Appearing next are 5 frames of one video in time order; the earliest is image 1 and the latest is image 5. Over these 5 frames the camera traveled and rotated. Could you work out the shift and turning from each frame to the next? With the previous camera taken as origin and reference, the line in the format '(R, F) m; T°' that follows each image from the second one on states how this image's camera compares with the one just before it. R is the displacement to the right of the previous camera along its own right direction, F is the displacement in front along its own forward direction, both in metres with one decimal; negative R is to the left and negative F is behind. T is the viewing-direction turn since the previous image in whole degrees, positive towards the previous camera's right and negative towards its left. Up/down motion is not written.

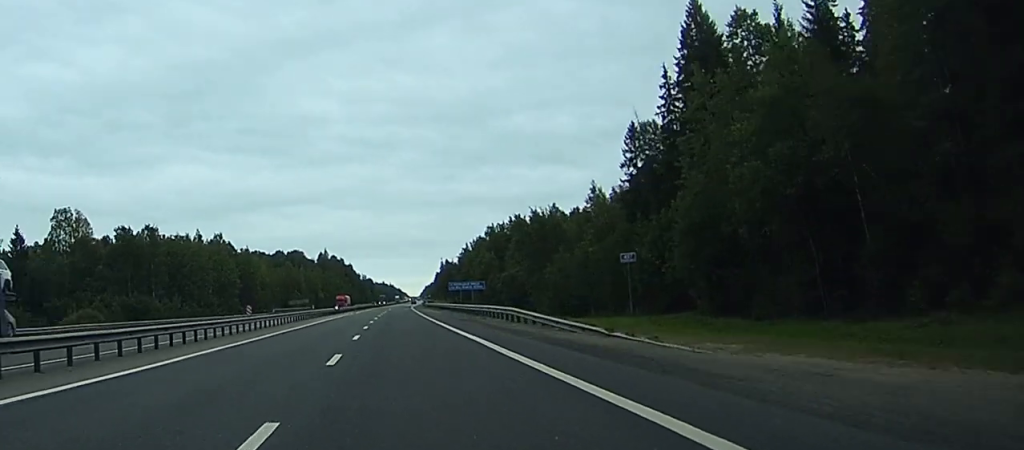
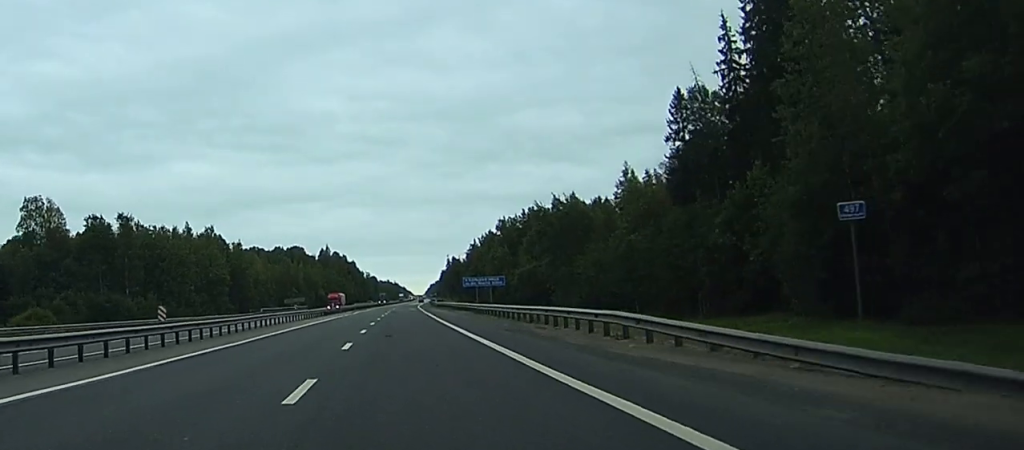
(+0.1, +18.6) m; 0°
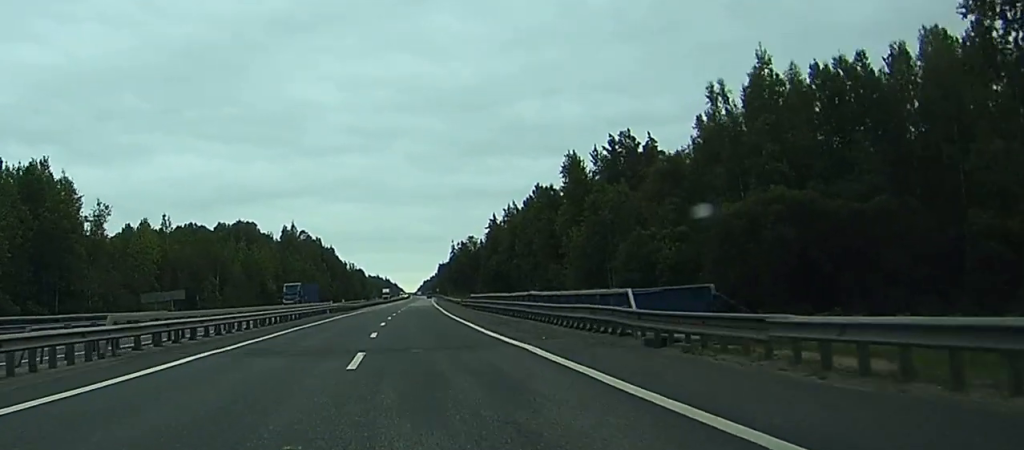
(+1.5, +113.8) m; +1°
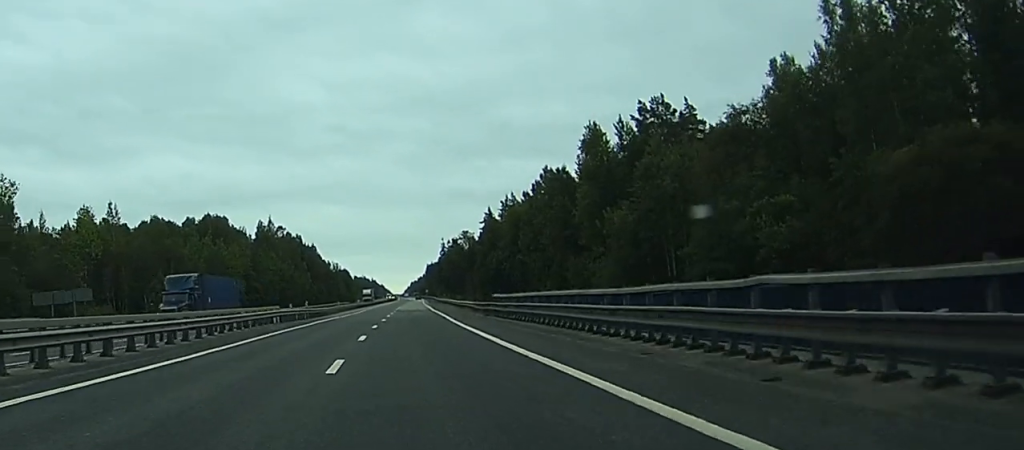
(-0.1, +25.8) m; 0°
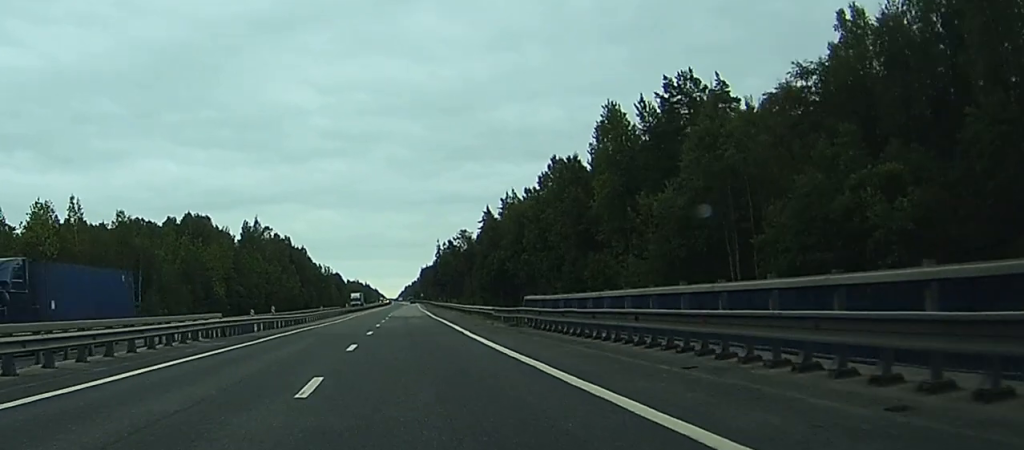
(+0.1, +14.9) m; 0°
